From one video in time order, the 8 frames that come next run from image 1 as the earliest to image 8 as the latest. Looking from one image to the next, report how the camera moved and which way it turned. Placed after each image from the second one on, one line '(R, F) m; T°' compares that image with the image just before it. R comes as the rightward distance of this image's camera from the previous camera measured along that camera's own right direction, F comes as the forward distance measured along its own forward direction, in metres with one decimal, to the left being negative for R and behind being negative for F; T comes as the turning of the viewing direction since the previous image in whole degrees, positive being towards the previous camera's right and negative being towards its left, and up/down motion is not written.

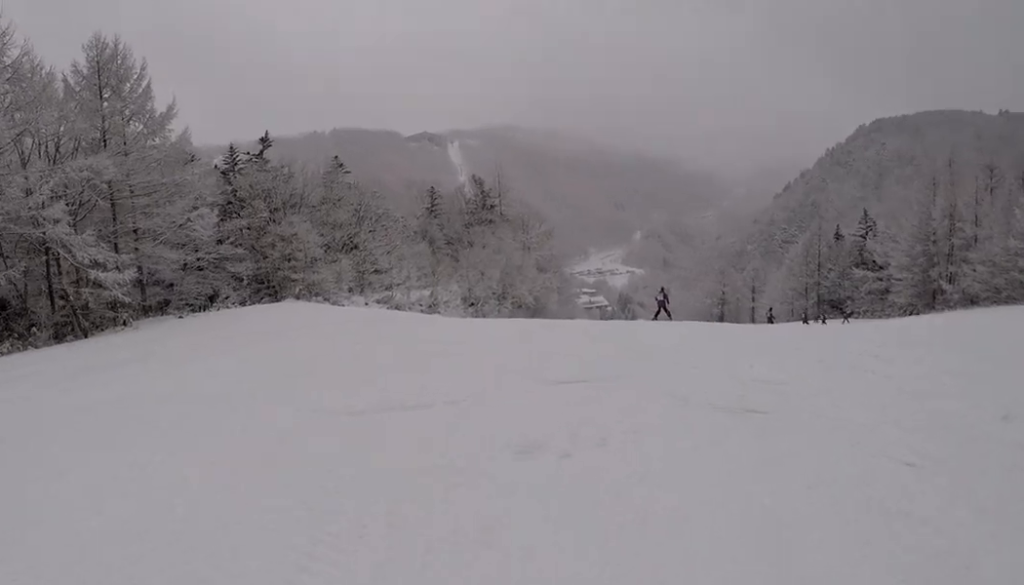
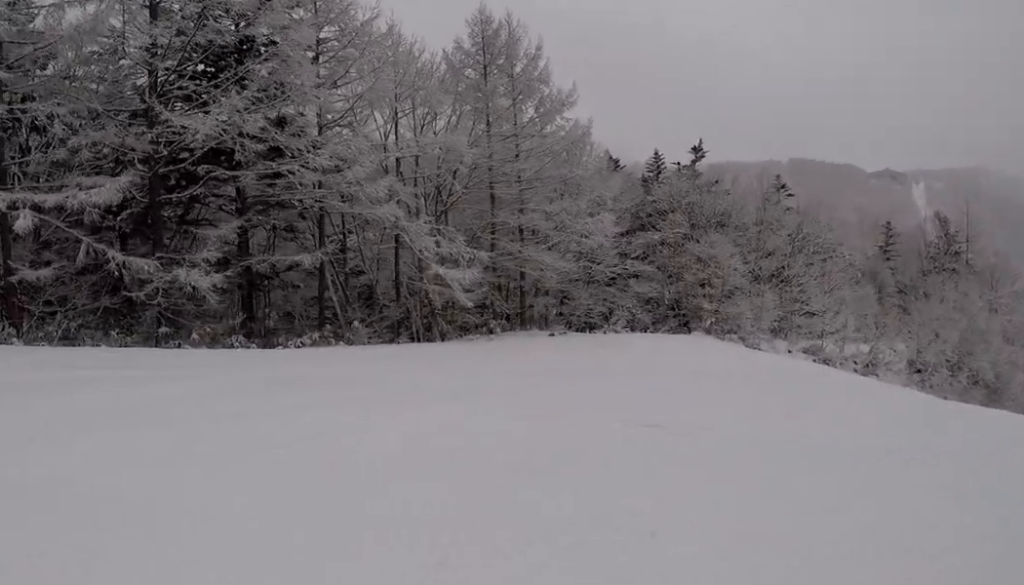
(-2.2, +6.0) m; -36°
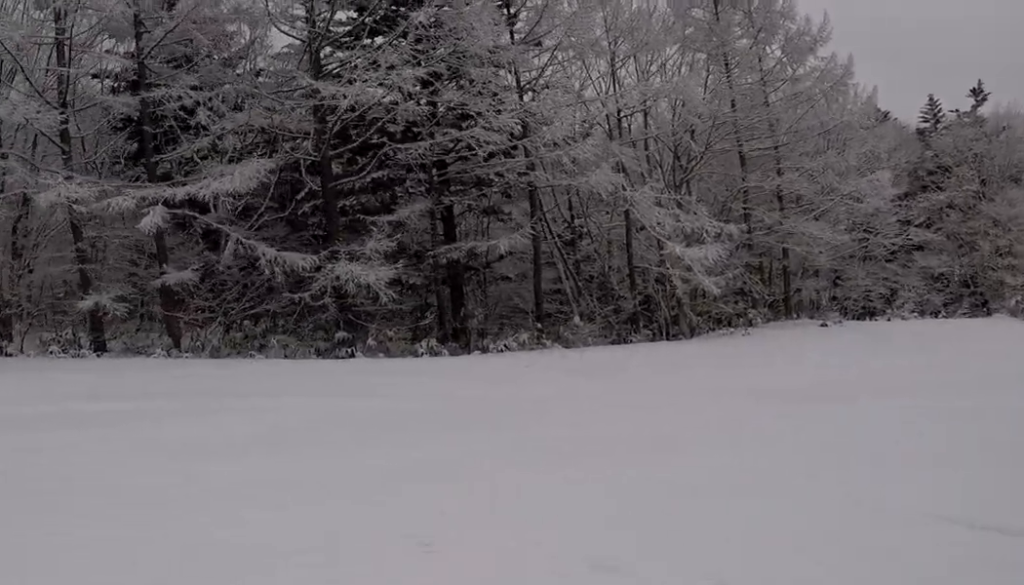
(-0.7, +4.1) m; -23°
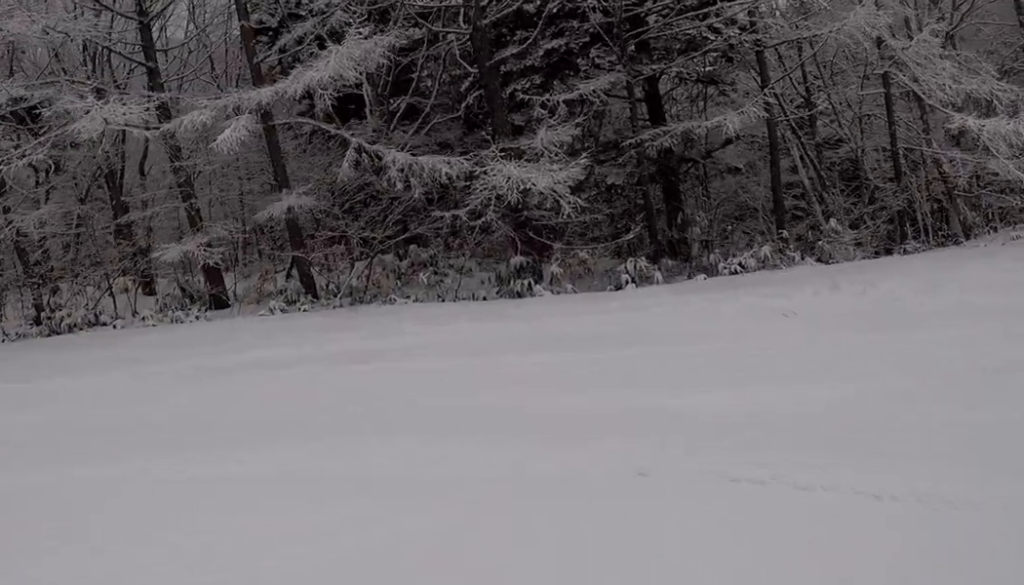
(-1.3, +4.2) m; -8°
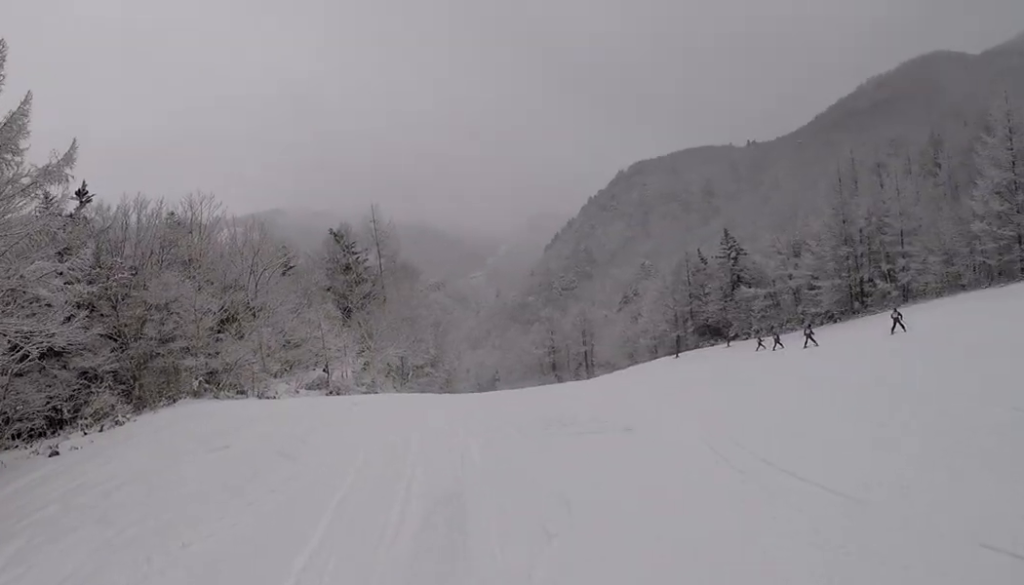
(+3.8, +4.3) m; +80°
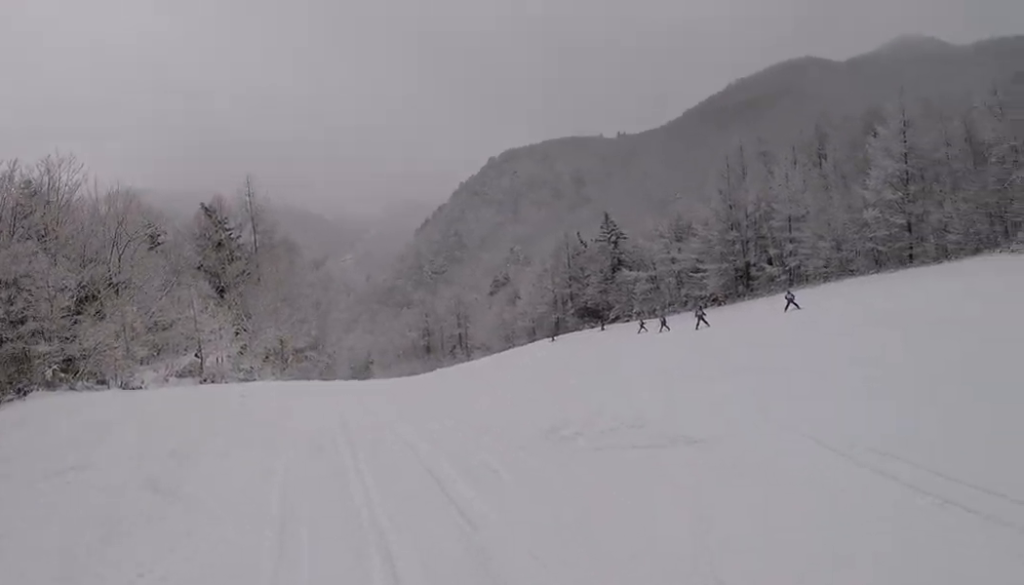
(+1.2, +4.5) m; +10°
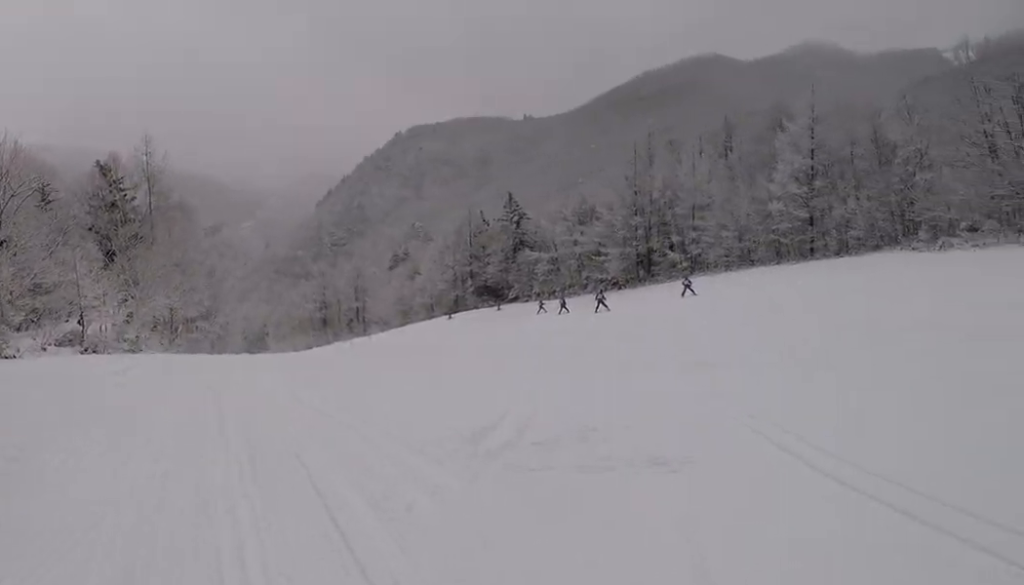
(-0.3, +1.4) m; +4°
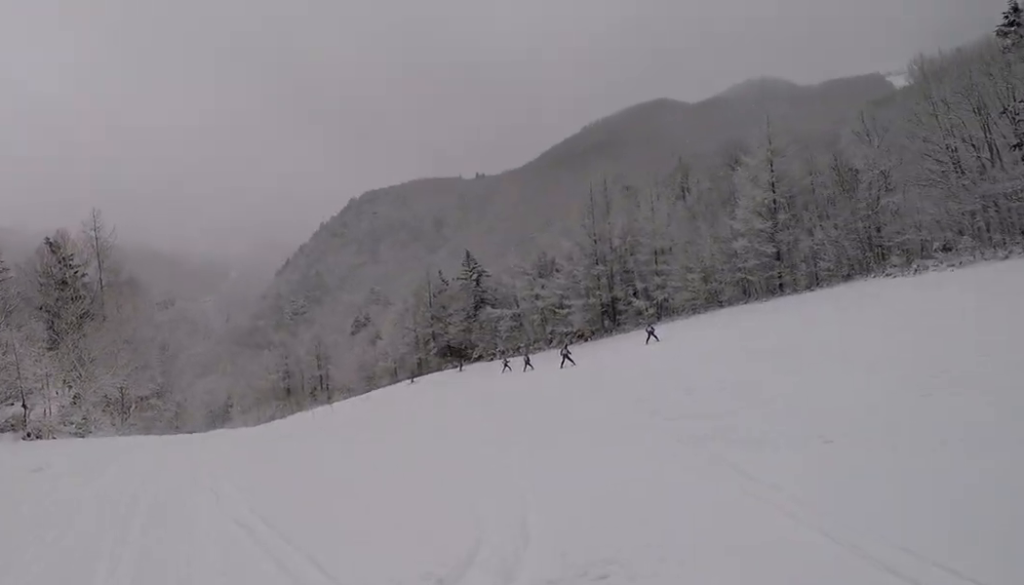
(-0.4, +1.6) m; +4°
